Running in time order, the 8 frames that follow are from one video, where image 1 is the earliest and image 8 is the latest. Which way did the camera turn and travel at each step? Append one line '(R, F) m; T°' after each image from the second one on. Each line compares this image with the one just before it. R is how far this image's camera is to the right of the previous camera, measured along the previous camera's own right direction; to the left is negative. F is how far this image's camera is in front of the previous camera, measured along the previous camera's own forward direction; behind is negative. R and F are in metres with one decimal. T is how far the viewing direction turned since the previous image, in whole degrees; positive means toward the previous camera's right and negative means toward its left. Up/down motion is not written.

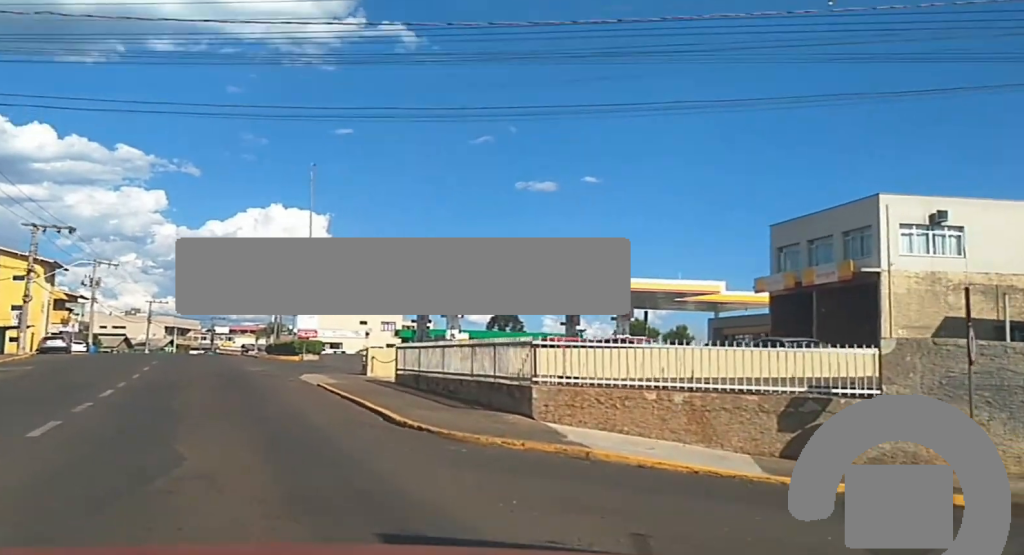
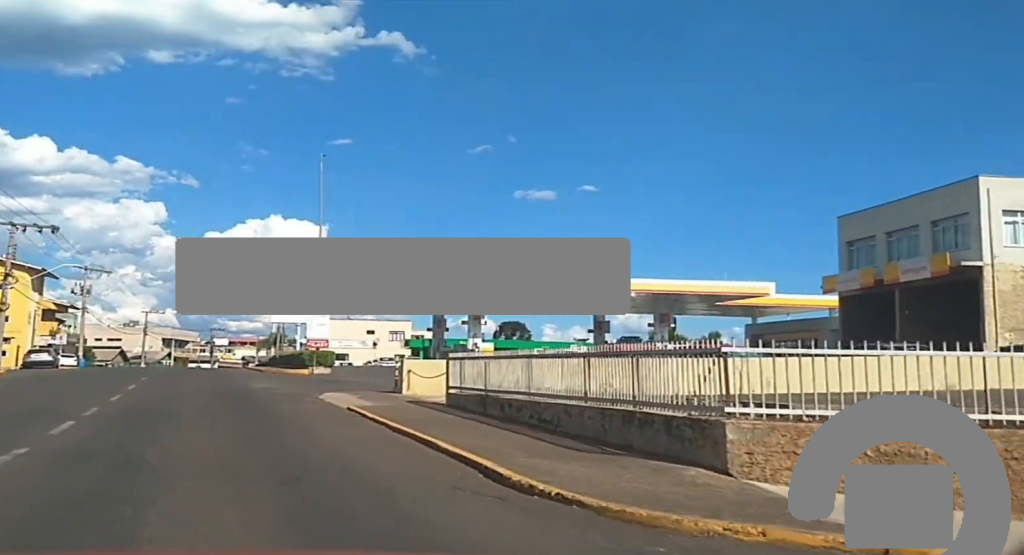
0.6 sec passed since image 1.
(0.0, +5.4) m; 0°
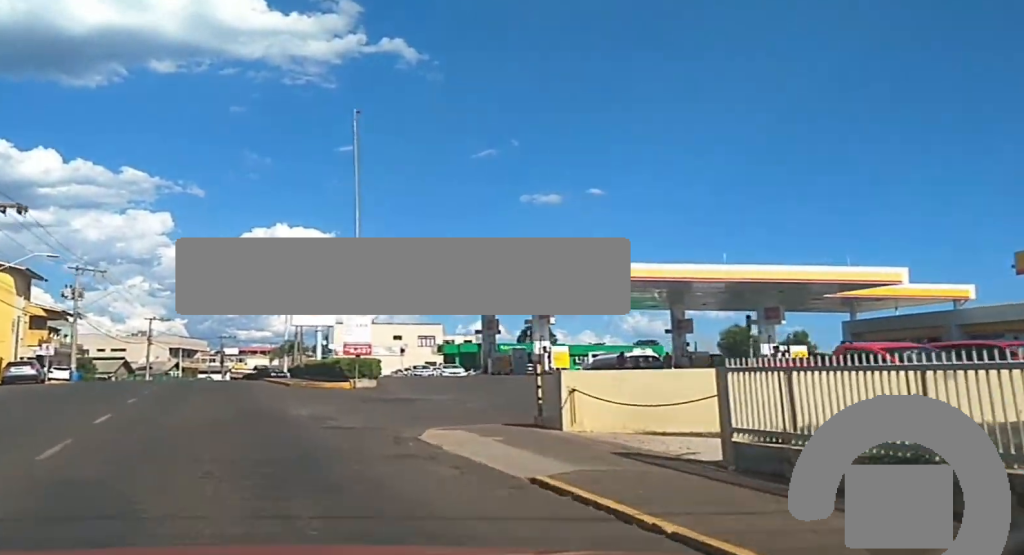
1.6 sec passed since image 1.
(+0.1, +10.2) m; +1°
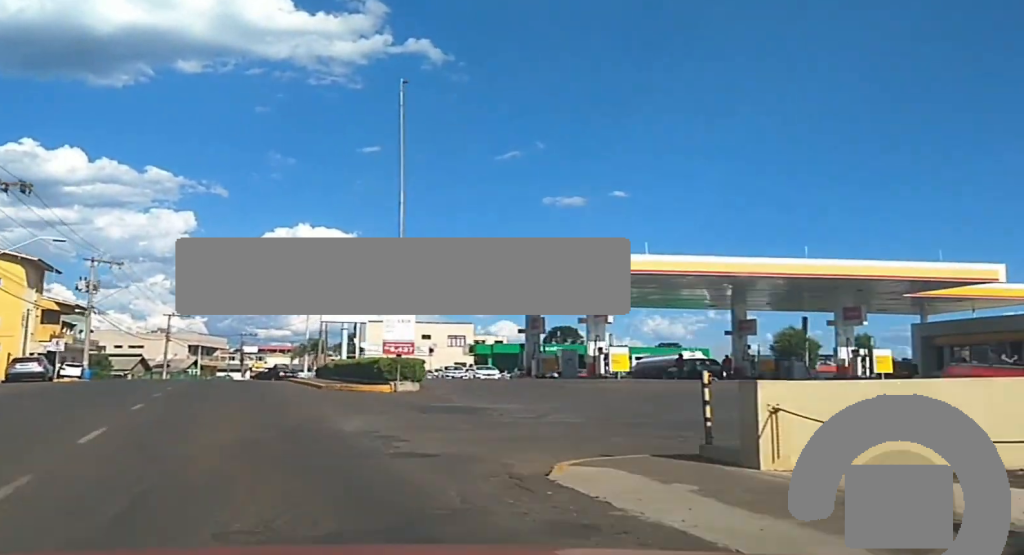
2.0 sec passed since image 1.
(0.0, +4.6) m; 0°
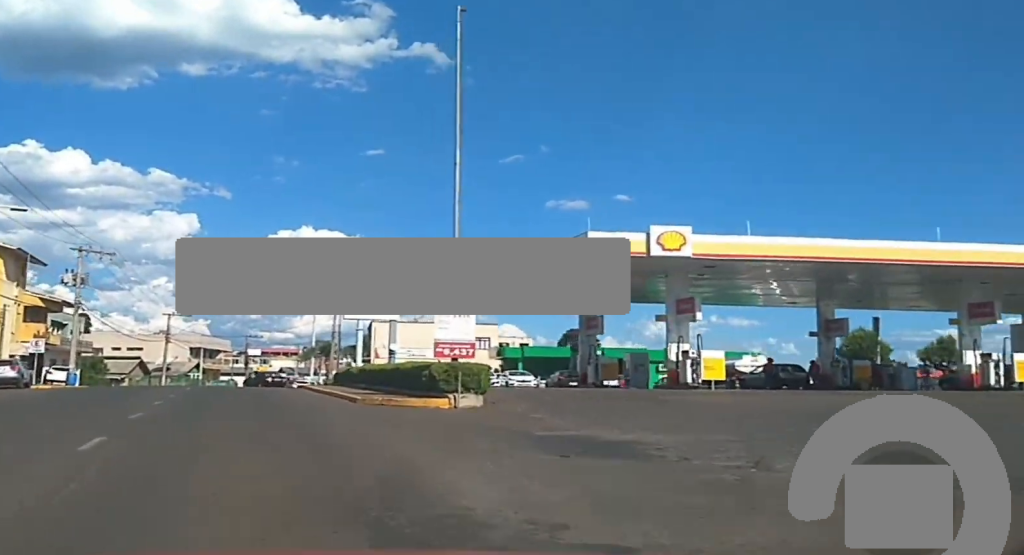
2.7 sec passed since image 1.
(0.0, +7.7) m; 0°
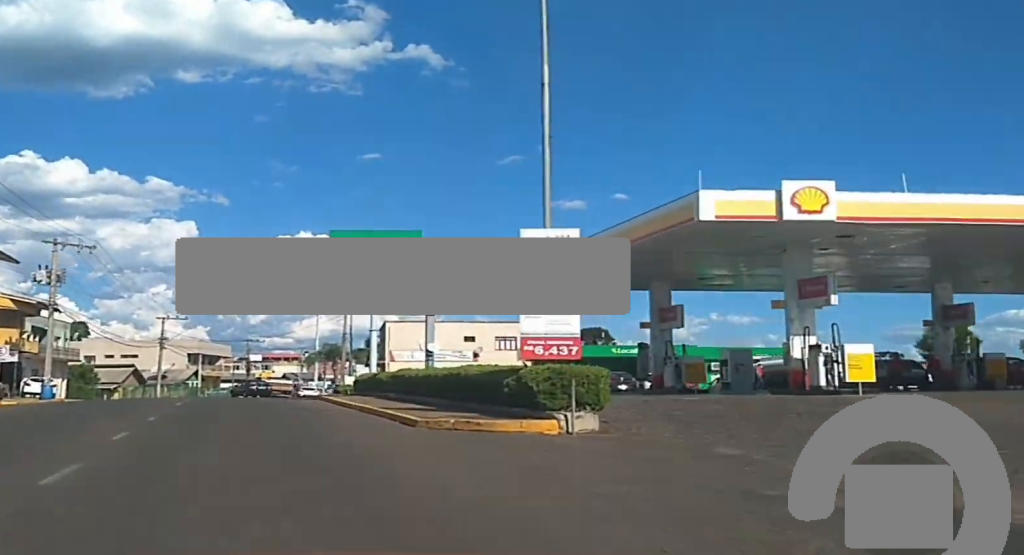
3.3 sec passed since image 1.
(0.0, +7.8) m; 0°
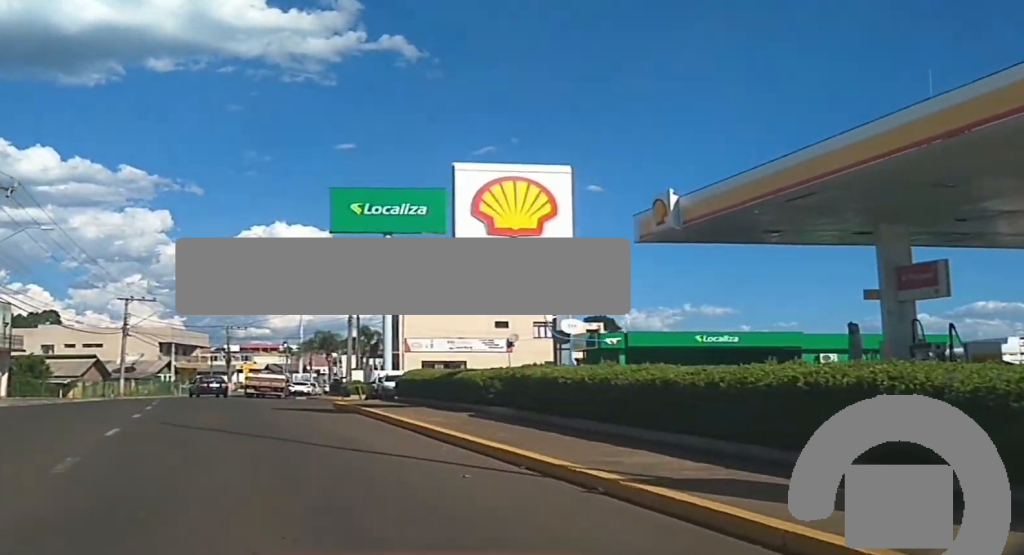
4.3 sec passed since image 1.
(0.0, +14.6) m; 0°
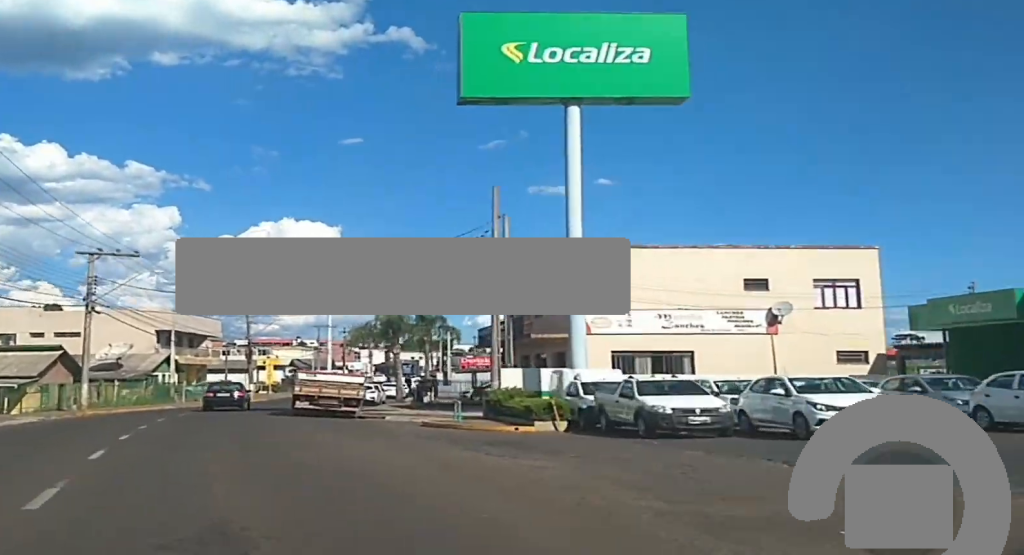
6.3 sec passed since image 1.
(0.0, +30.7) m; 0°
